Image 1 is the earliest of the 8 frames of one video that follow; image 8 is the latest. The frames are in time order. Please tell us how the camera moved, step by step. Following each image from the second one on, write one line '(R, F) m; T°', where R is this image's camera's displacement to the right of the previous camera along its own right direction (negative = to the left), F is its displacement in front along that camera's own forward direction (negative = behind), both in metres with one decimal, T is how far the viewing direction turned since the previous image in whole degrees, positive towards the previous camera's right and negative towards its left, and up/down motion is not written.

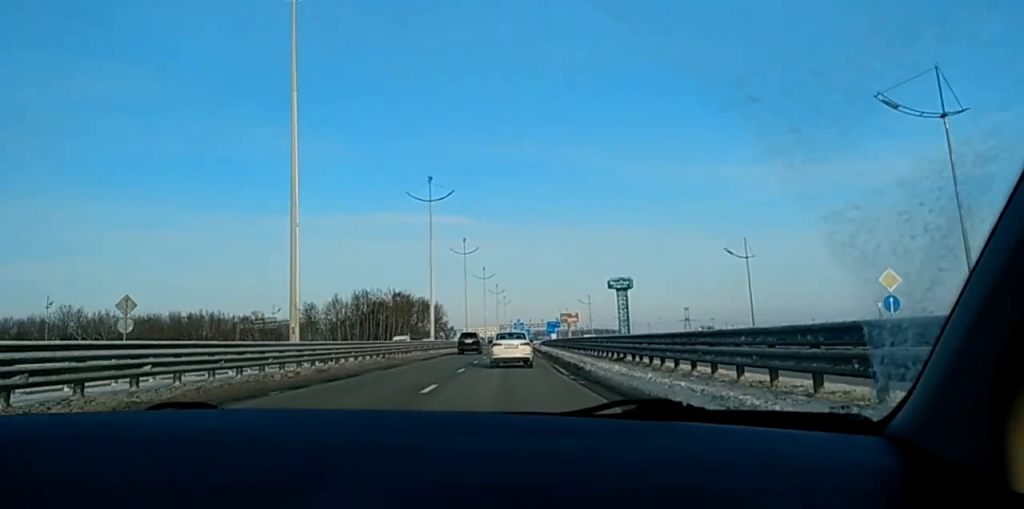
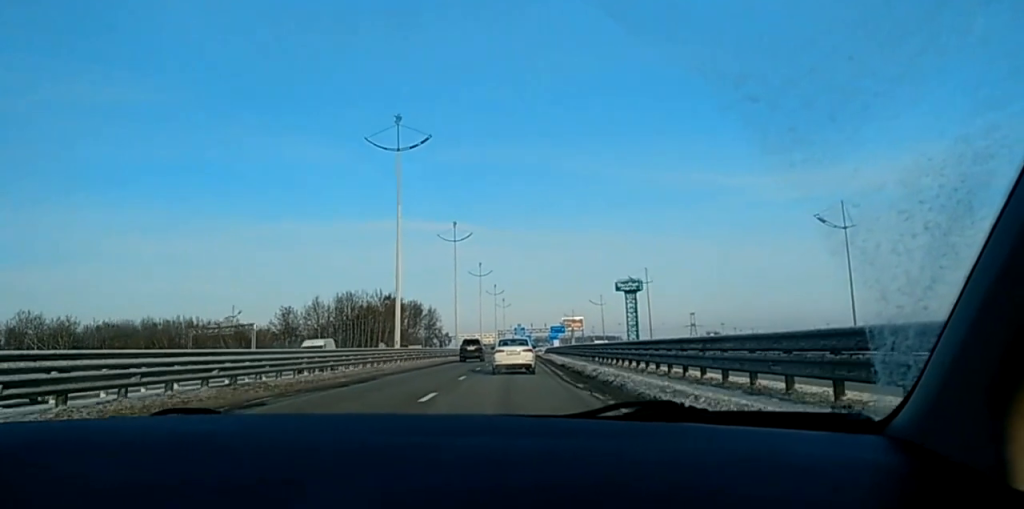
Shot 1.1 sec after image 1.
(0.0, +24.0) m; +2°
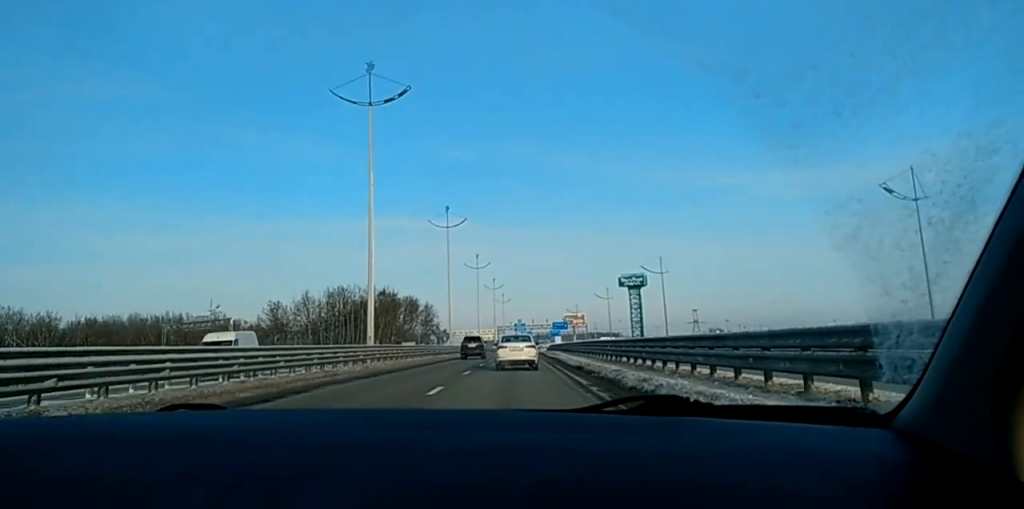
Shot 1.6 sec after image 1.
(+0.4, +10.8) m; 0°
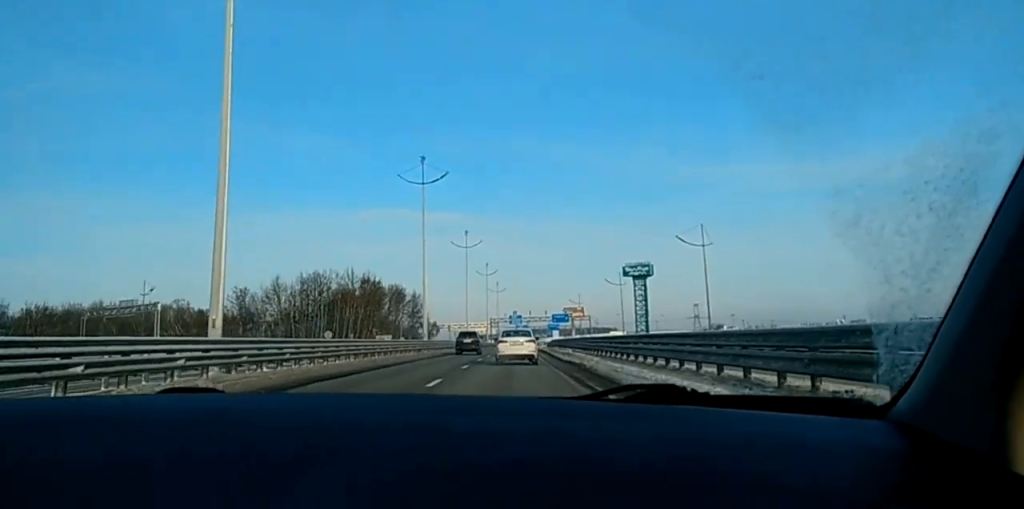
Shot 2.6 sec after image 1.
(0.0, +23.6) m; 0°
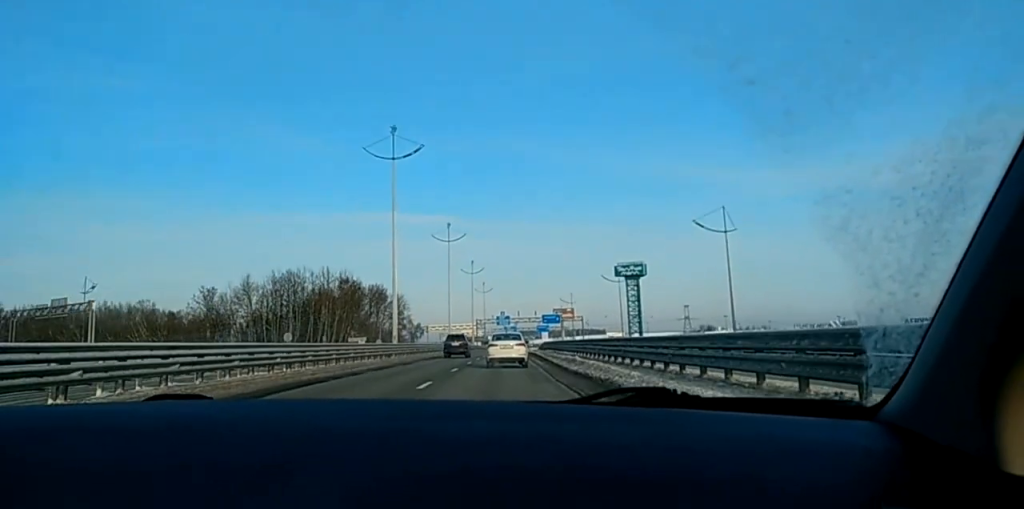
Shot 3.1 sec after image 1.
(-0.1, +11.9) m; 0°
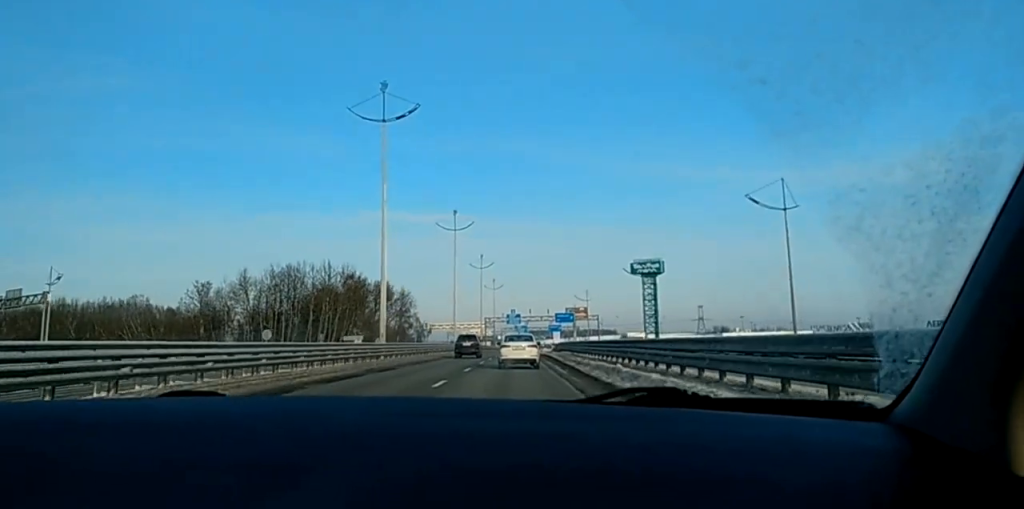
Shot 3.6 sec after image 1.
(+0.1, +11.1) m; +1°
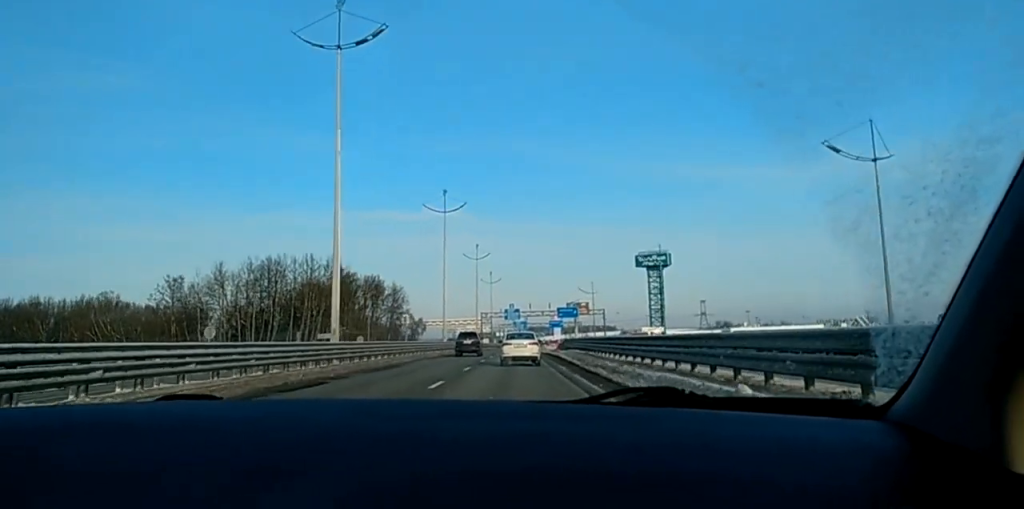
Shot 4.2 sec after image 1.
(+0.1, +12.9) m; 0°
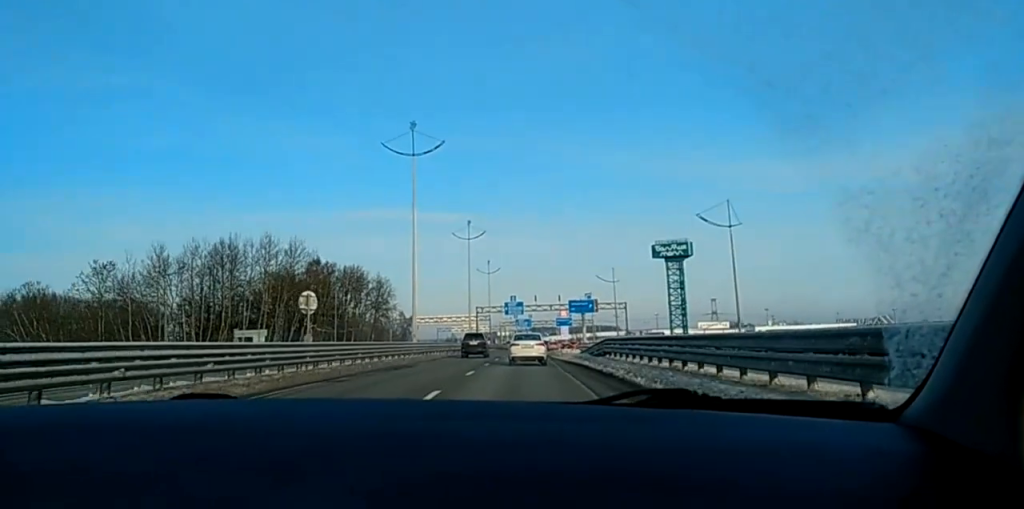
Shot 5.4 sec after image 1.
(-0.1, +28.5) m; -1°
